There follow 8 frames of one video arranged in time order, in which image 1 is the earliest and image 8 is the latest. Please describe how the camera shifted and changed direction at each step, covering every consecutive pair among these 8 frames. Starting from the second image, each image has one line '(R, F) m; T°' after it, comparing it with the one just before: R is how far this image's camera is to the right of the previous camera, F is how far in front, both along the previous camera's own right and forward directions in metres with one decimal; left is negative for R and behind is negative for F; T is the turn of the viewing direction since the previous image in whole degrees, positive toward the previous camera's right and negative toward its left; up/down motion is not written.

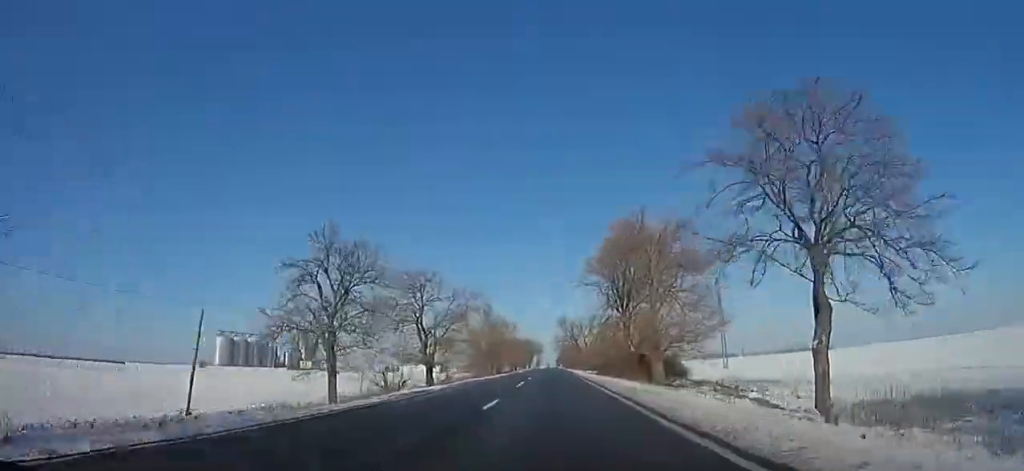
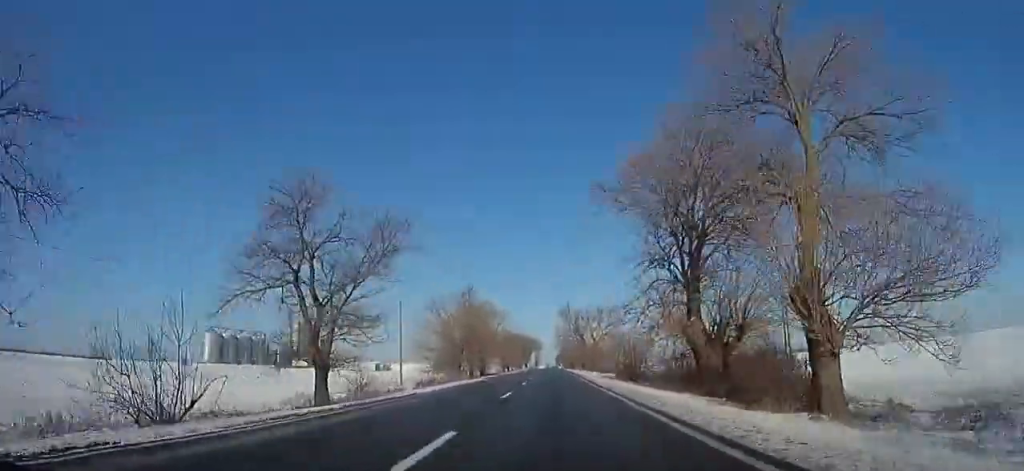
(+0.5, +19.6) m; 0°
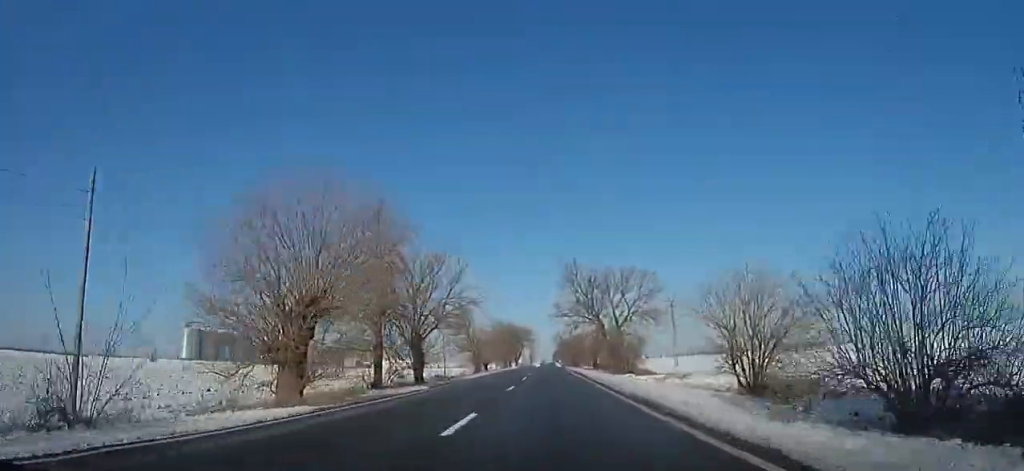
(-0.5, +32.6) m; -1°
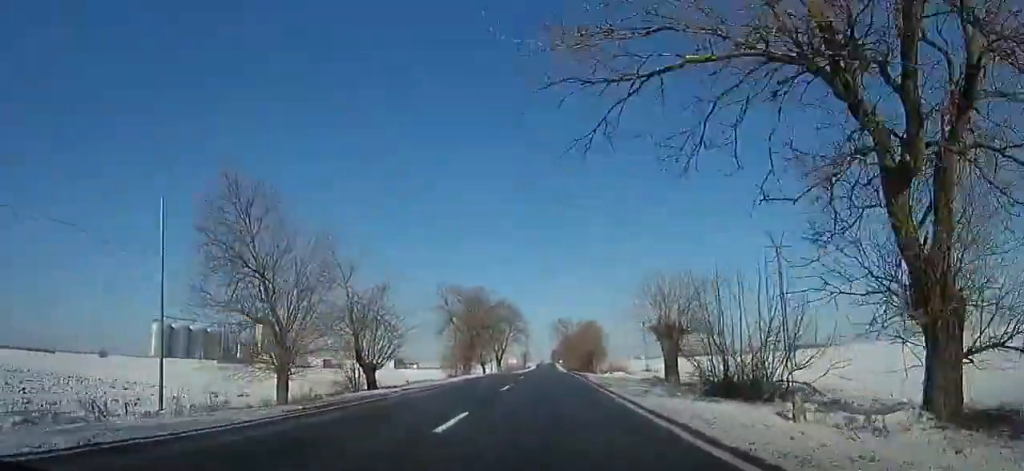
(-0.4, +47.4) m; 0°
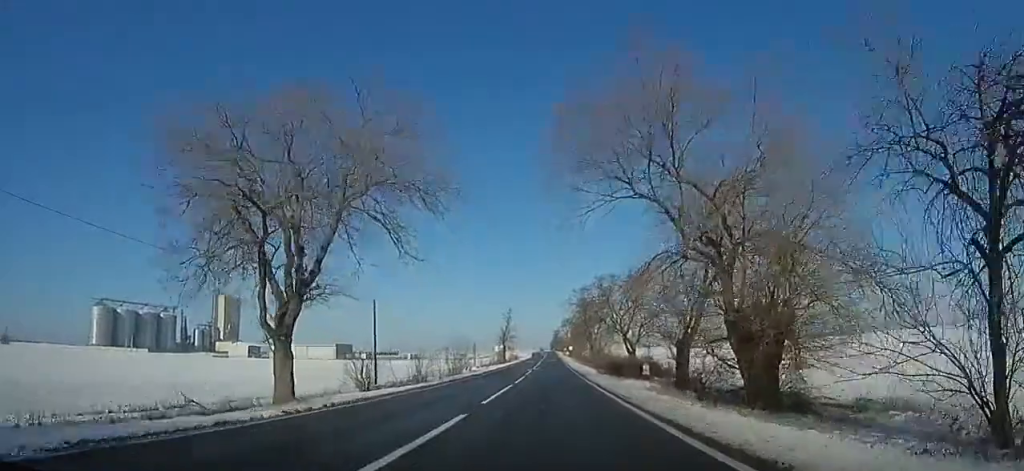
(+1.1, +78.2) m; +1°
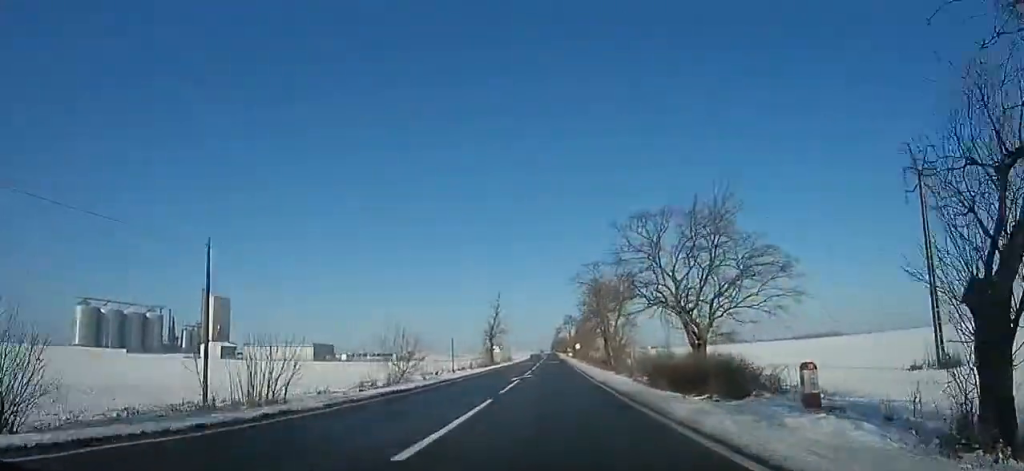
(-0.3, +20.3) m; 0°
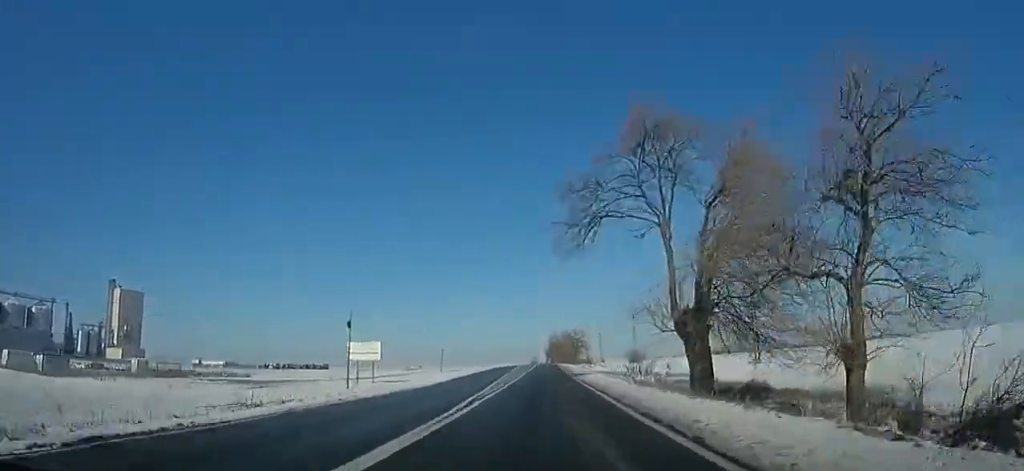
(-1.0, +126.9) m; 0°
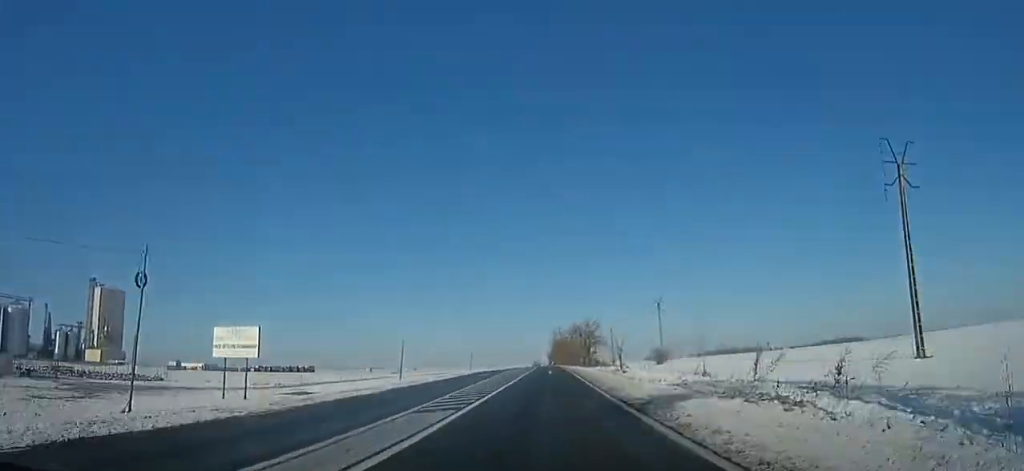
(+0.5, +26.4) m; +1°
